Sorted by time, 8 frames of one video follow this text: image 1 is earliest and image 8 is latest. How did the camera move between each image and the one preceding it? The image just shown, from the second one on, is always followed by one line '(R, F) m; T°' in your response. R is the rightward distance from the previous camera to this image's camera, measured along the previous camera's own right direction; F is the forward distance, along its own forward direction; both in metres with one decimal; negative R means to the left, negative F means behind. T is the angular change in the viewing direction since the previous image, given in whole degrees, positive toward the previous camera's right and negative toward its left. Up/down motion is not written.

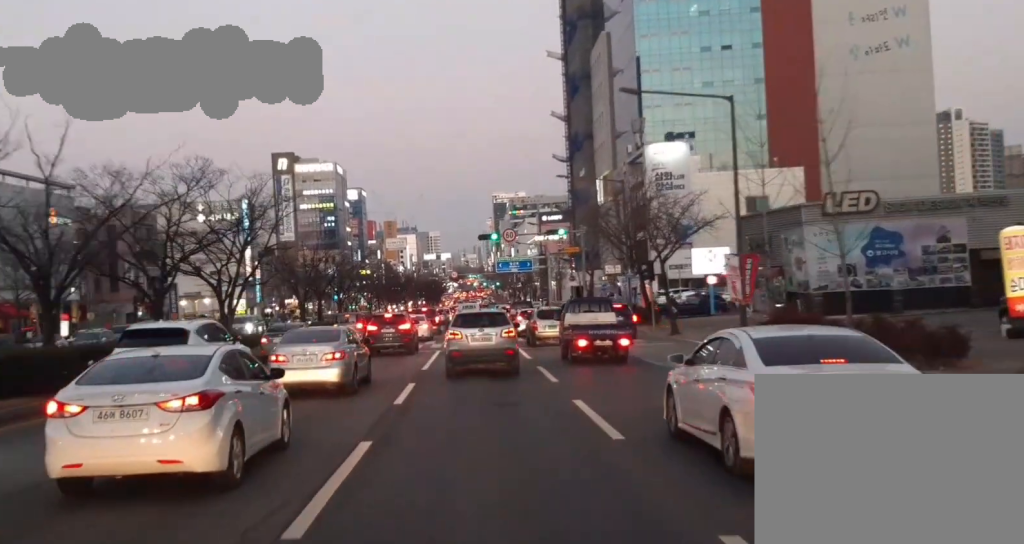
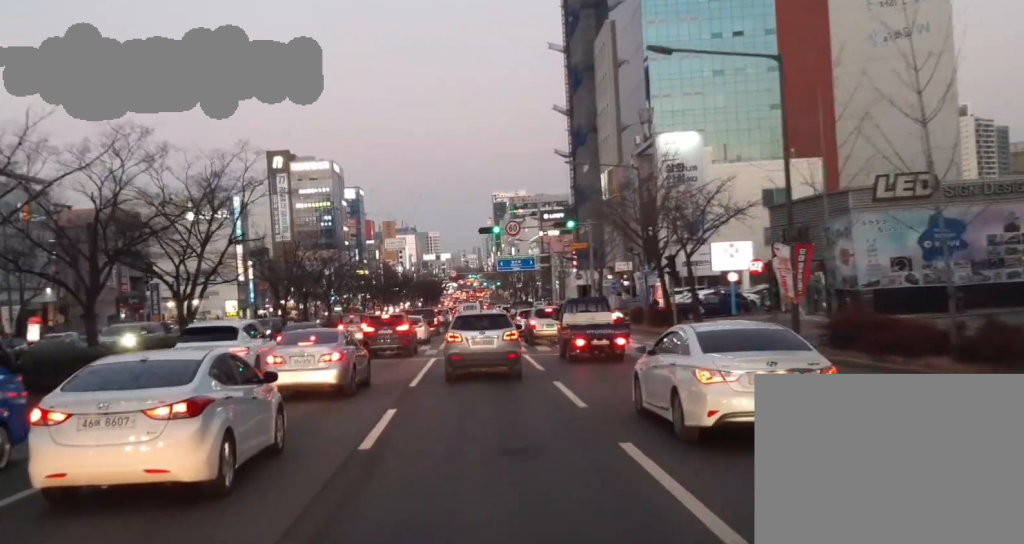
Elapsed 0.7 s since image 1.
(0.0, +6.2) m; -1°
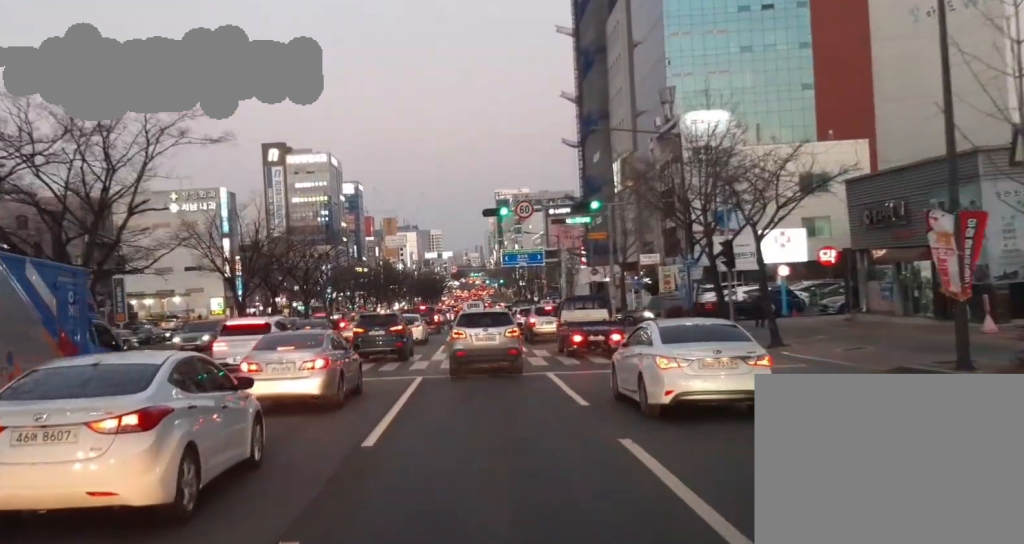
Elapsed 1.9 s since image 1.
(-0.2, +10.7) m; -2°
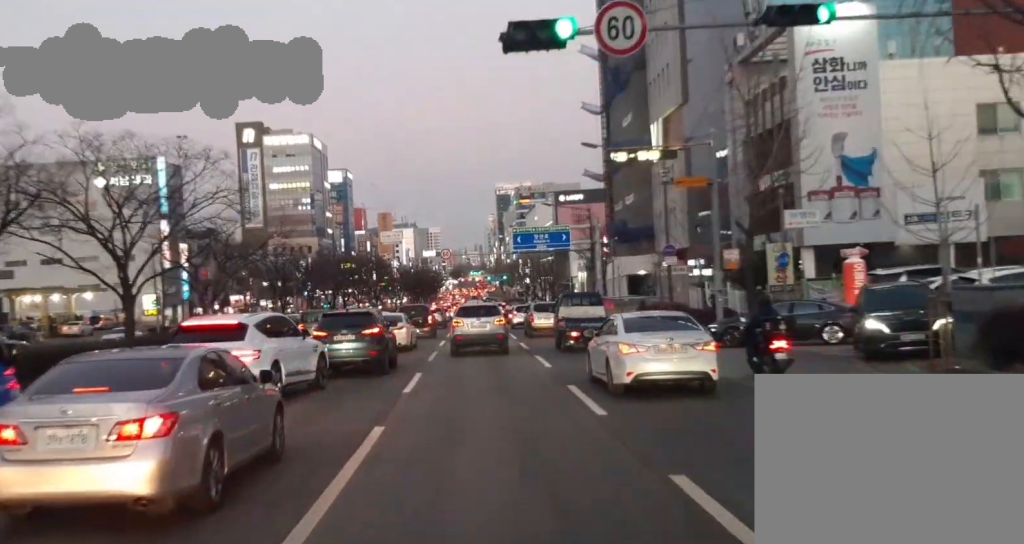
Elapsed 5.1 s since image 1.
(-1.1, +30.1) m; -3°
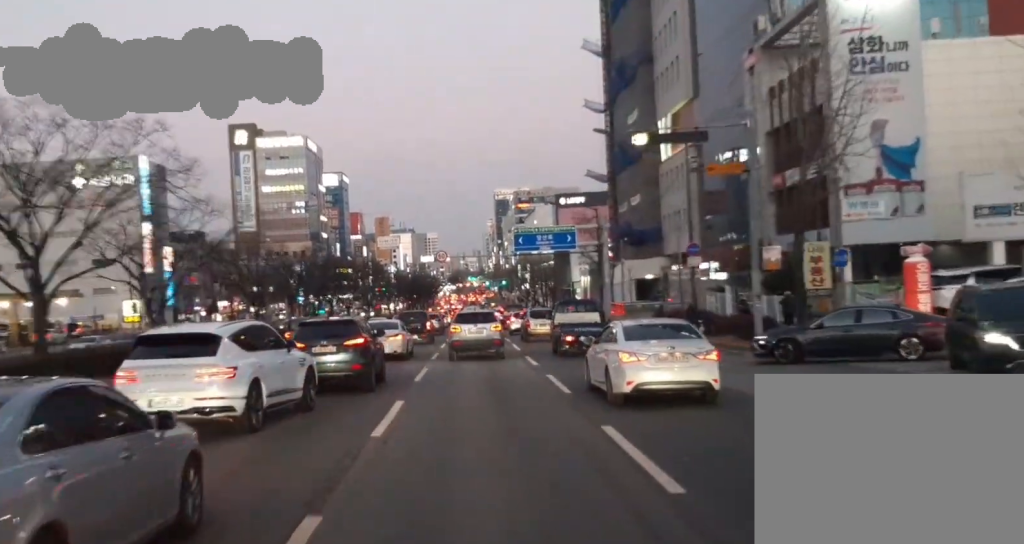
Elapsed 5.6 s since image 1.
(0.0, +5.4) m; -1°
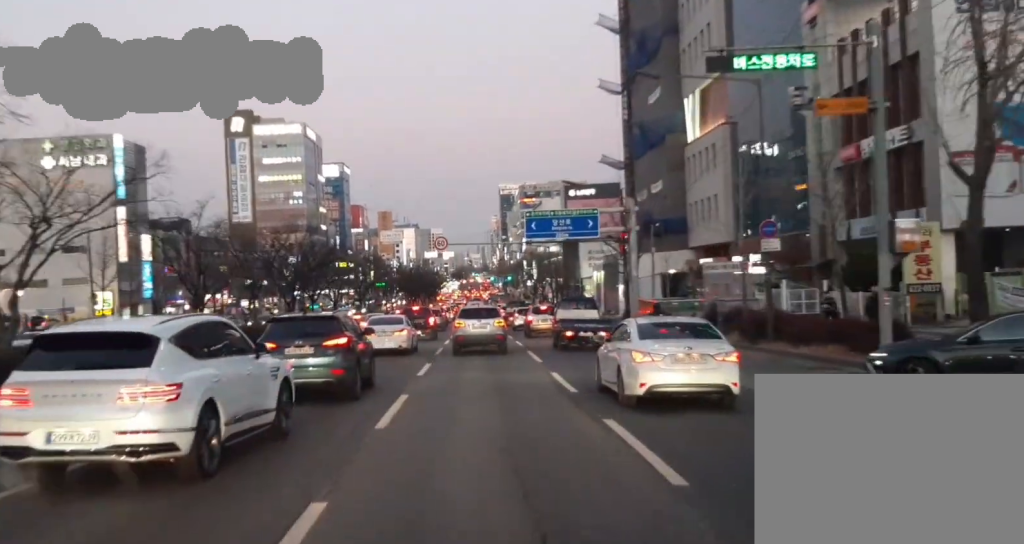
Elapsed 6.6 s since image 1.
(-0.1, +10.2) m; -2°
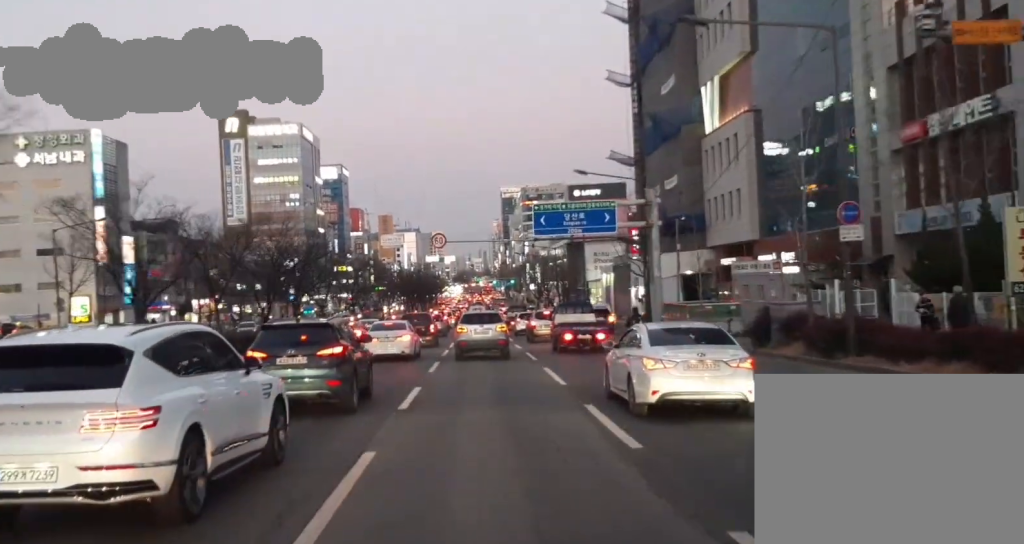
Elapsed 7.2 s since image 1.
(-0.2, +6.2) m; -1°
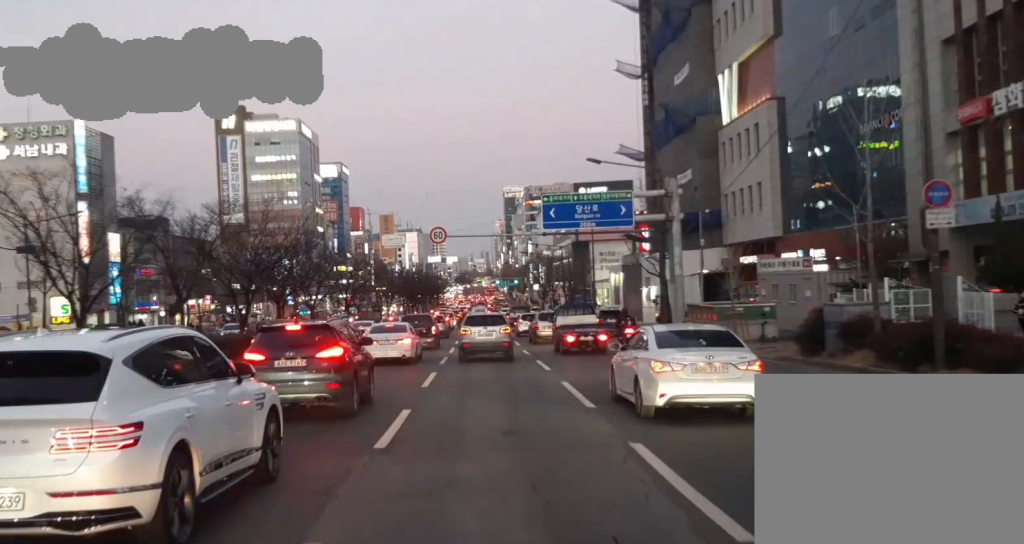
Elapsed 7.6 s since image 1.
(0.0, +4.5) m; 0°
